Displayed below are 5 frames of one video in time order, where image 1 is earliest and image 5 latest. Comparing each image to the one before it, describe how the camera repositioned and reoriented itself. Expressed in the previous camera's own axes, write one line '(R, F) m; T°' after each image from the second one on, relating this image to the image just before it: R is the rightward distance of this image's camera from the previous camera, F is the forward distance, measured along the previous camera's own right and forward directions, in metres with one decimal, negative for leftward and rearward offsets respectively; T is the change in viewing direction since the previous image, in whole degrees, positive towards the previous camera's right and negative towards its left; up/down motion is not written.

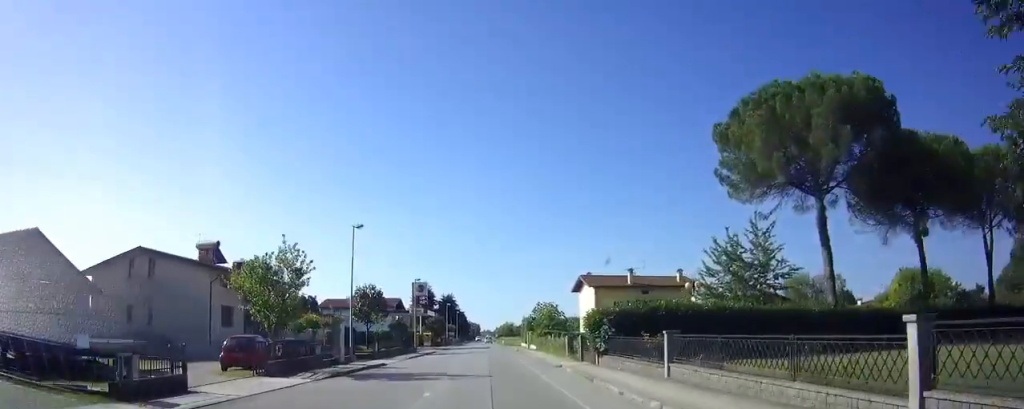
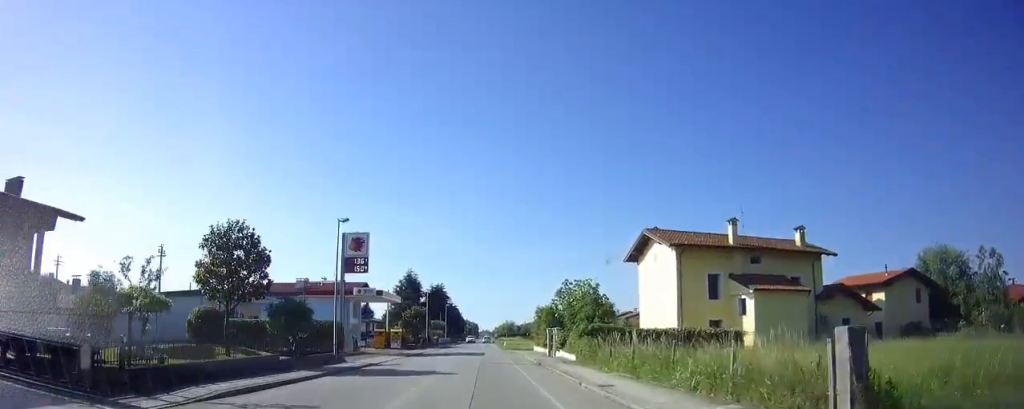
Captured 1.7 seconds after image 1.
(-0.1, +26.6) m; -1°
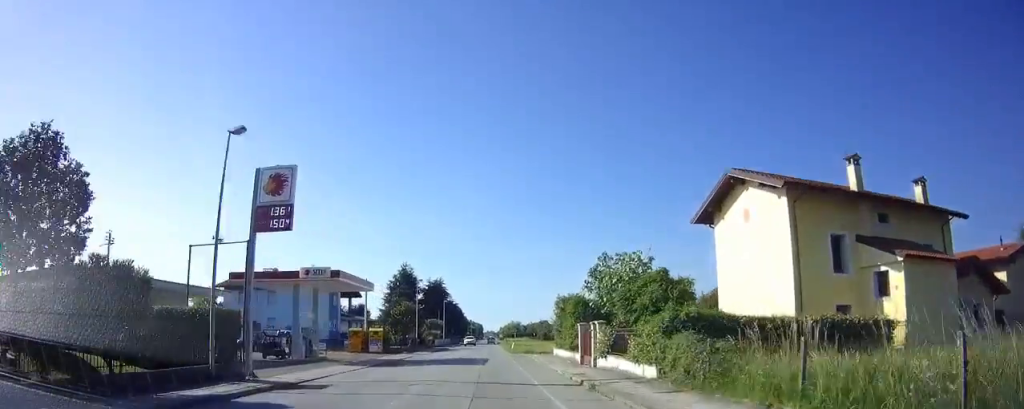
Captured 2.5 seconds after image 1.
(0.0, +13.0) m; 0°
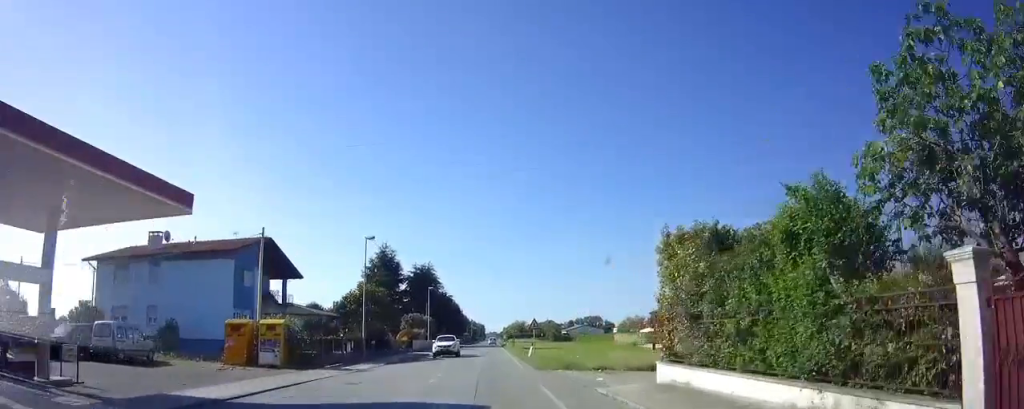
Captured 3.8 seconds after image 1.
(-0.1, +22.5) m; 0°
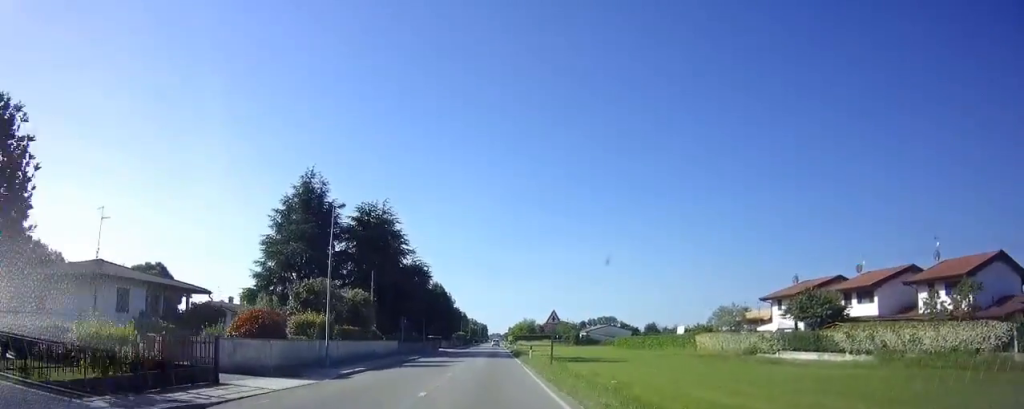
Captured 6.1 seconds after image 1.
(0.0, +38.7) m; 0°
